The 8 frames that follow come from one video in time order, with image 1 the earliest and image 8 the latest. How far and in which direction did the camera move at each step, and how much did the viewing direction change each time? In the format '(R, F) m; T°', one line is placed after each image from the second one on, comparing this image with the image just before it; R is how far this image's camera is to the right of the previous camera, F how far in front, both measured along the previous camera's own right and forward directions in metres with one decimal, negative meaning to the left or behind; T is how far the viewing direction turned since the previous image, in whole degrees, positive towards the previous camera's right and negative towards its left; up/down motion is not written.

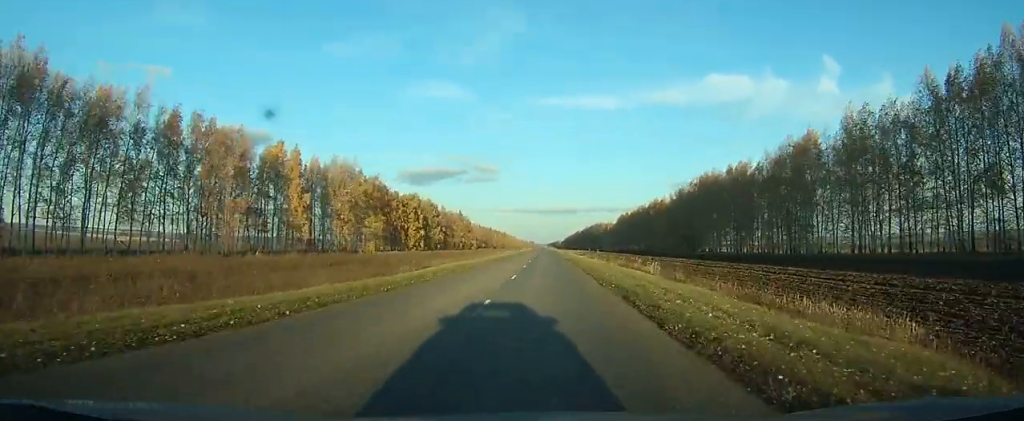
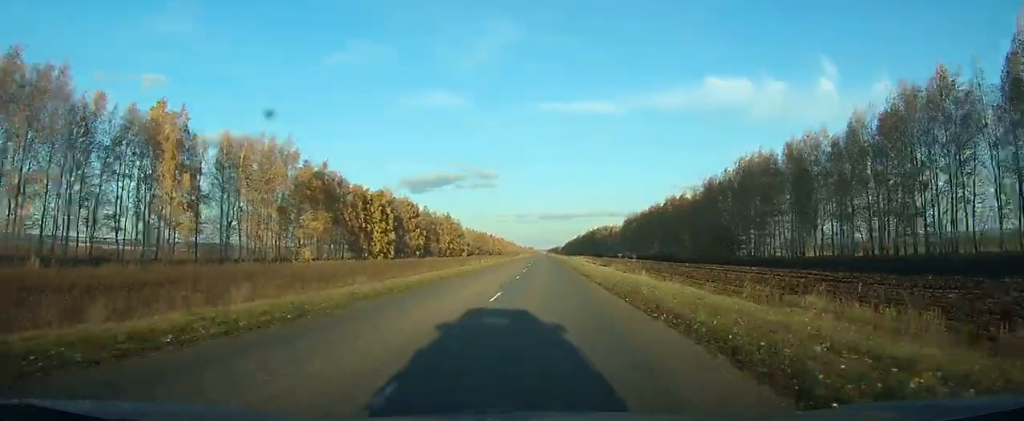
(0.0, +33.2) m; 0°
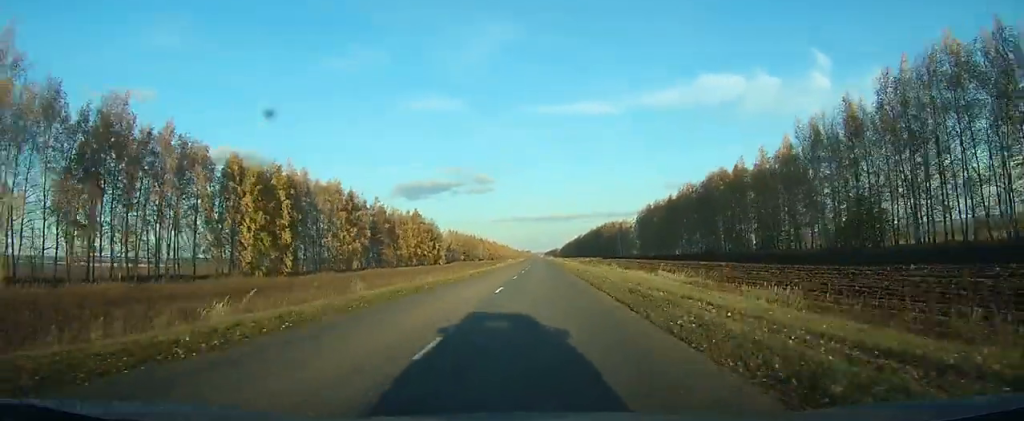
(0.0, +57.3) m; 0°
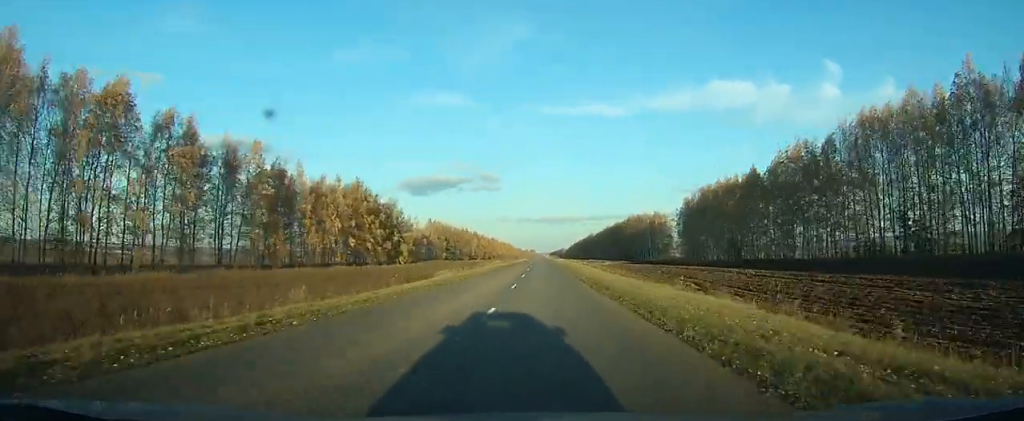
(+0.1, +67.3) m; 0°
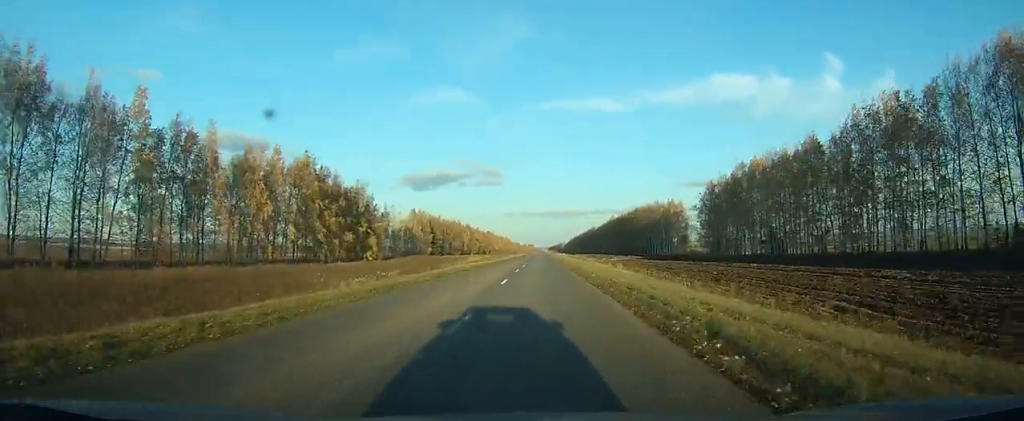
(+0.1, +25.5) m; 0°
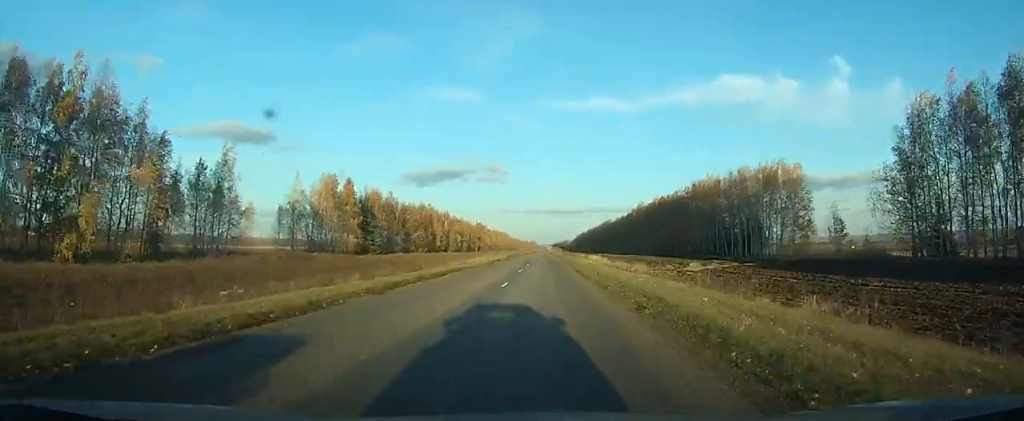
(-0.4, +81.9) m; -1°
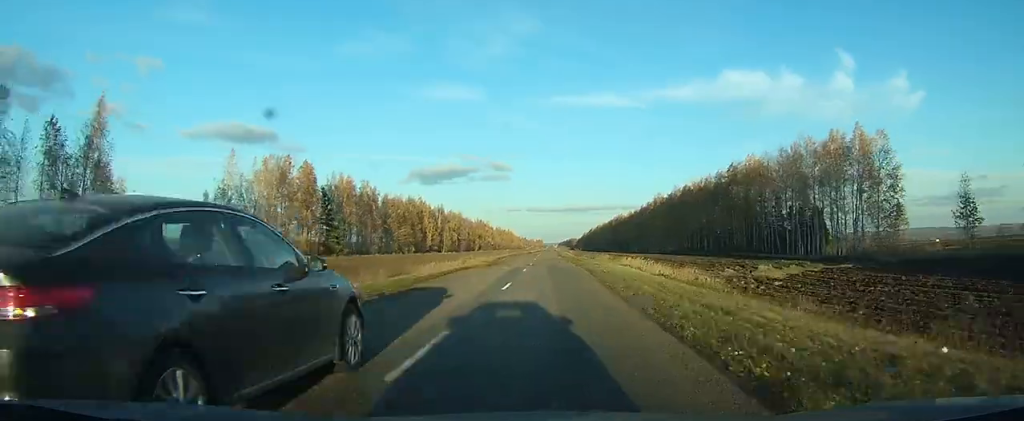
(0.0, +27.0) m; 0°
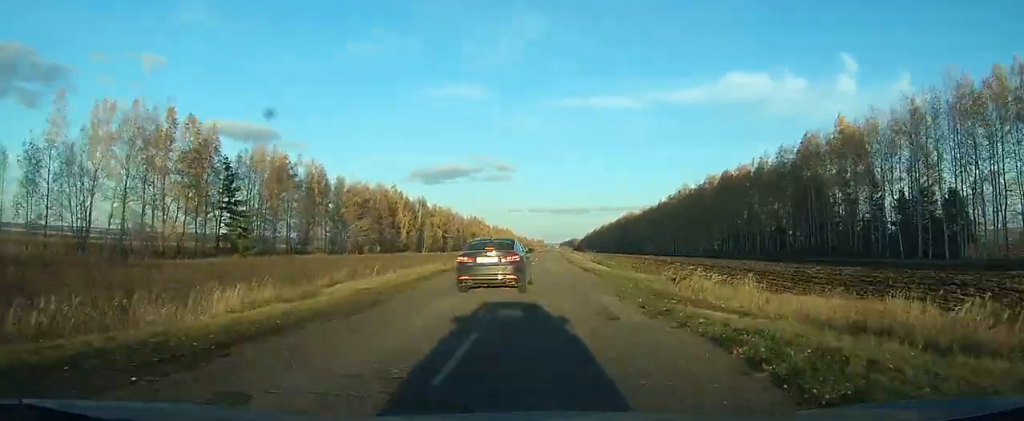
(-0.2, +37.4) m; 0°
